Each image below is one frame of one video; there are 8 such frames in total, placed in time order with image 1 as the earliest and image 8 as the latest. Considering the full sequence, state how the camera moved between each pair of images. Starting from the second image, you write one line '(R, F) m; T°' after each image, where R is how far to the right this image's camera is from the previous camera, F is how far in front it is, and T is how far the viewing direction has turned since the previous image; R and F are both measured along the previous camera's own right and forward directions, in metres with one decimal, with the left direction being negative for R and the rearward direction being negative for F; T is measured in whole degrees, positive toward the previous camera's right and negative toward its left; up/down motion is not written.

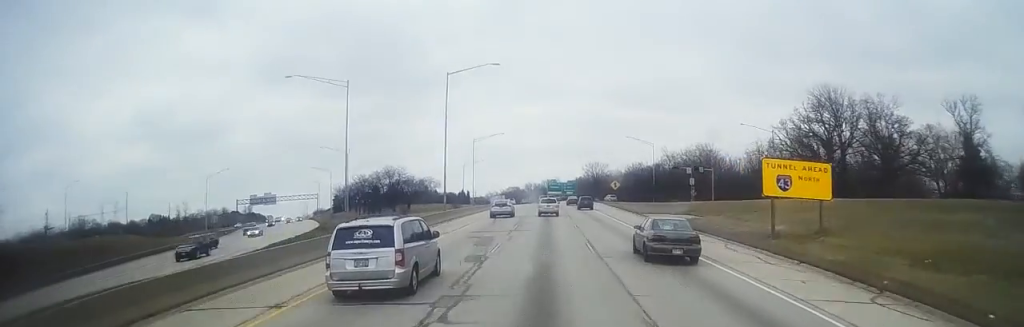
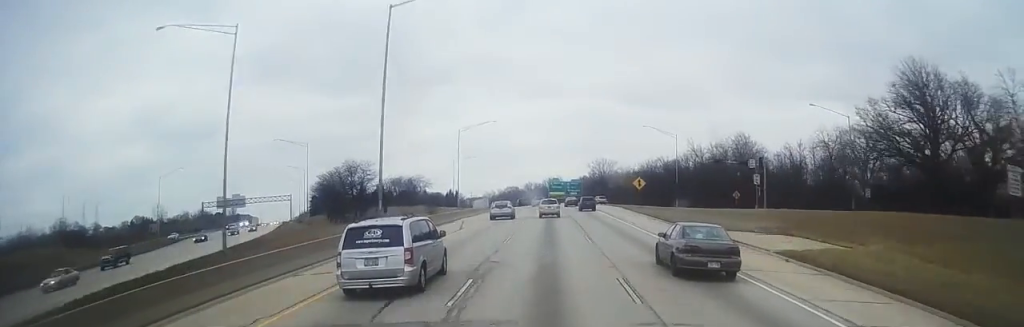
(0.0, +26.0) m; 0°
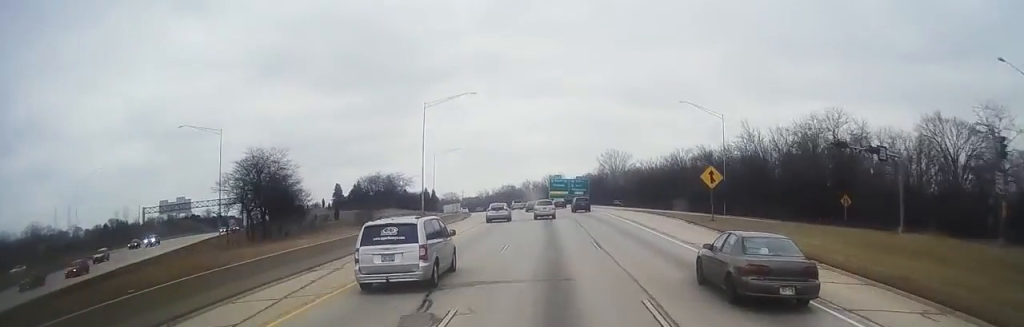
(0.0, +34.6) m; 0°
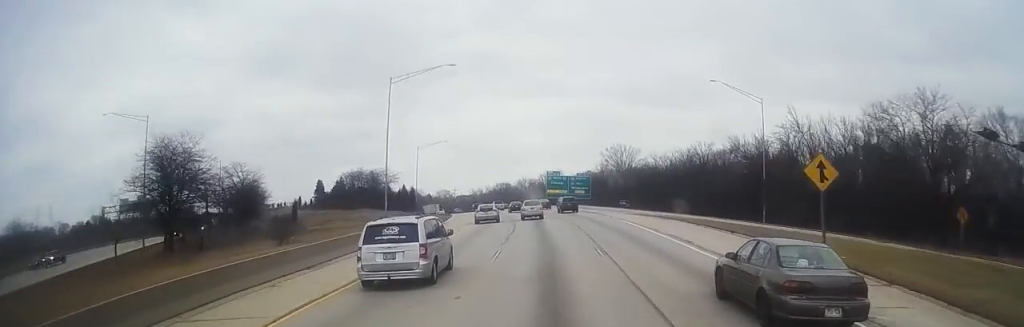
(0.0, +18.6) m; 0°
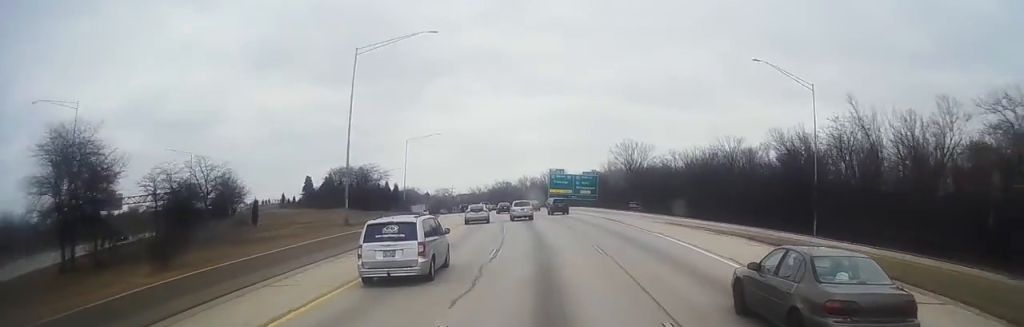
(0.0, +14.4) m; 0°
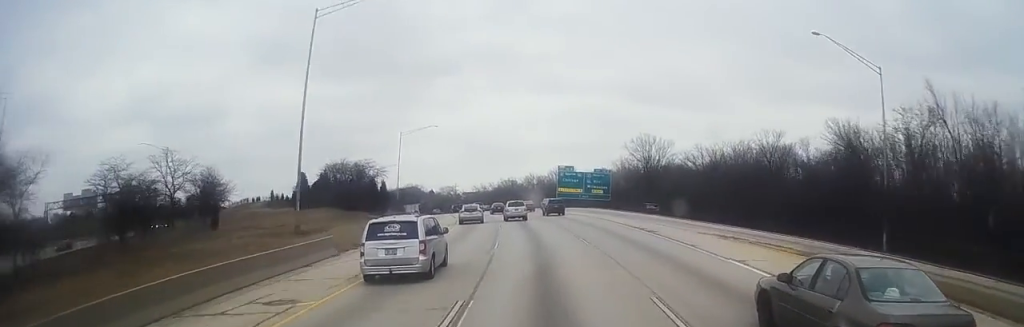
(0.0, +12.5) m; 0°
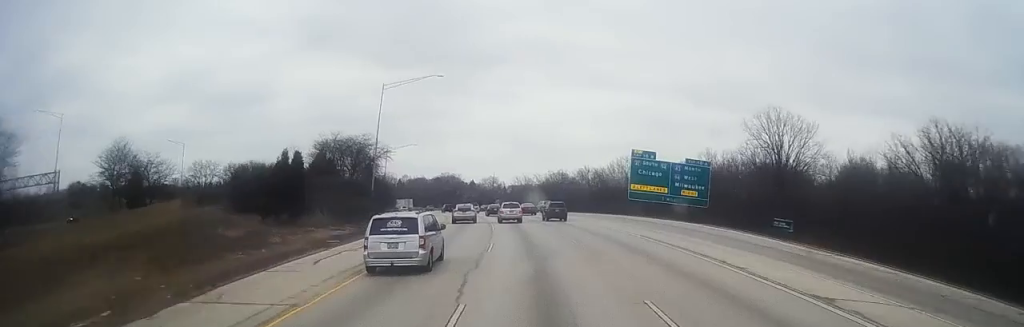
(-0.1, +45.1) m; -2°
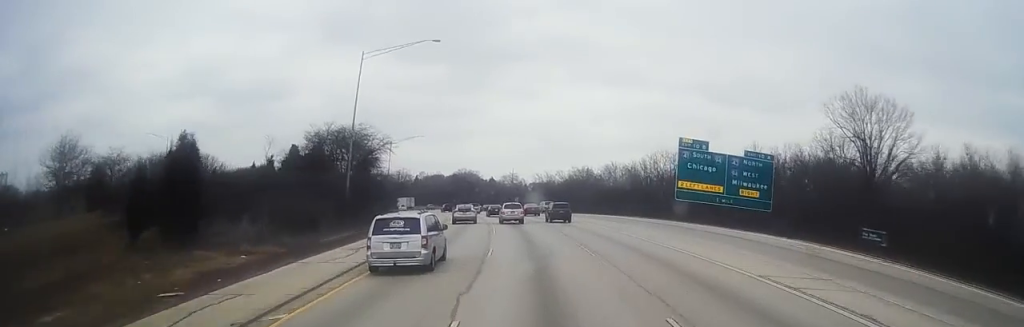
(0.0, +16.8) m; -2°
